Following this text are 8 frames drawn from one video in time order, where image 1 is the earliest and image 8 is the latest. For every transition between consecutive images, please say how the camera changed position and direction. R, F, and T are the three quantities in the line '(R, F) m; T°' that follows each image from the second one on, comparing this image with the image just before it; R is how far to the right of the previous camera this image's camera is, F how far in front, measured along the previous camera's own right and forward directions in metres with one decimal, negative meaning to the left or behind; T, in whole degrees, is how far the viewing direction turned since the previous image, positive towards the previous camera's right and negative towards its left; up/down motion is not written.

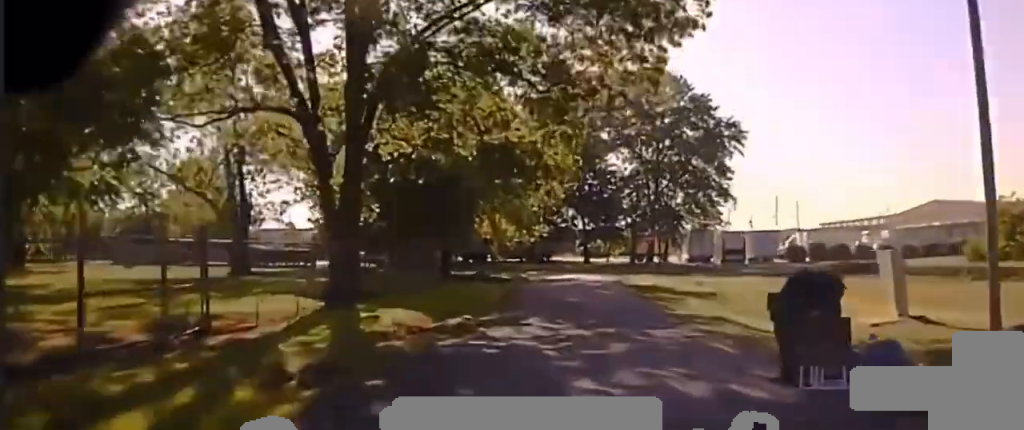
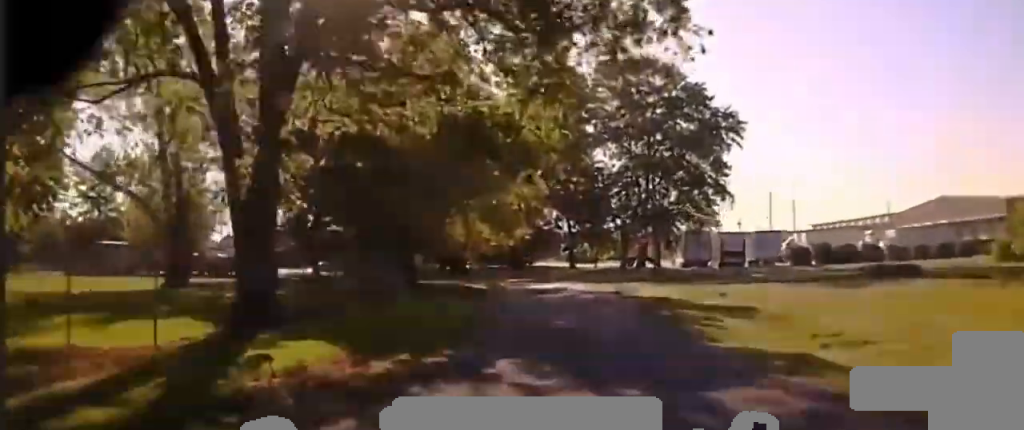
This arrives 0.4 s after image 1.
(0.0, +6.3) m; 0°
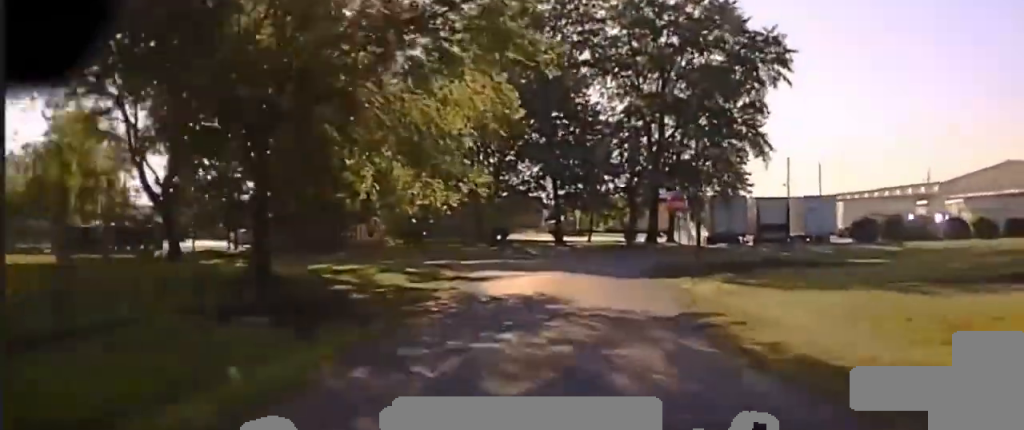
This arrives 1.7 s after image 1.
(0.0, +19.9) m; 0°
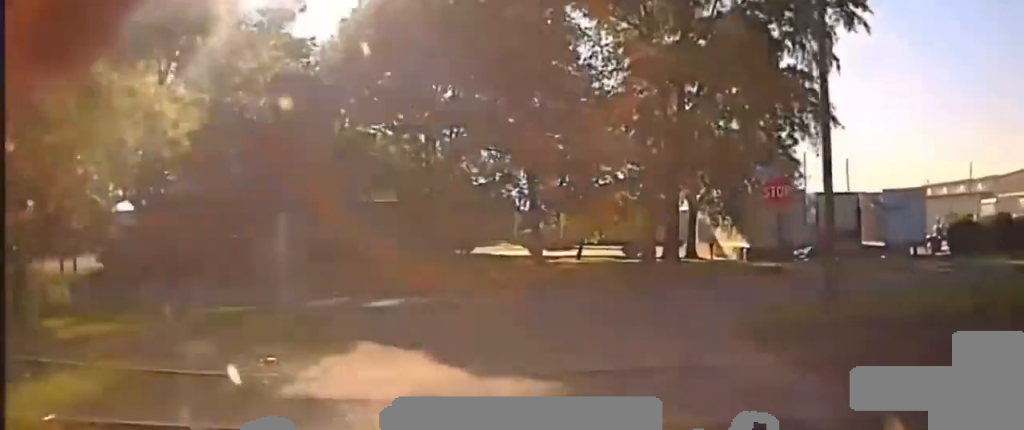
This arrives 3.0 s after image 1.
(+0.1, +20.7) m; +2°
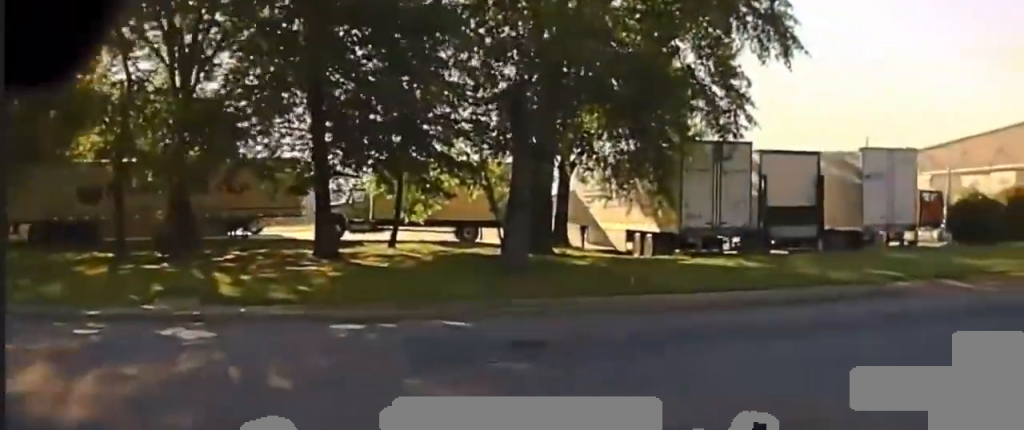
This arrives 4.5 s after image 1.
(+1.1, +19.9) m; +13°
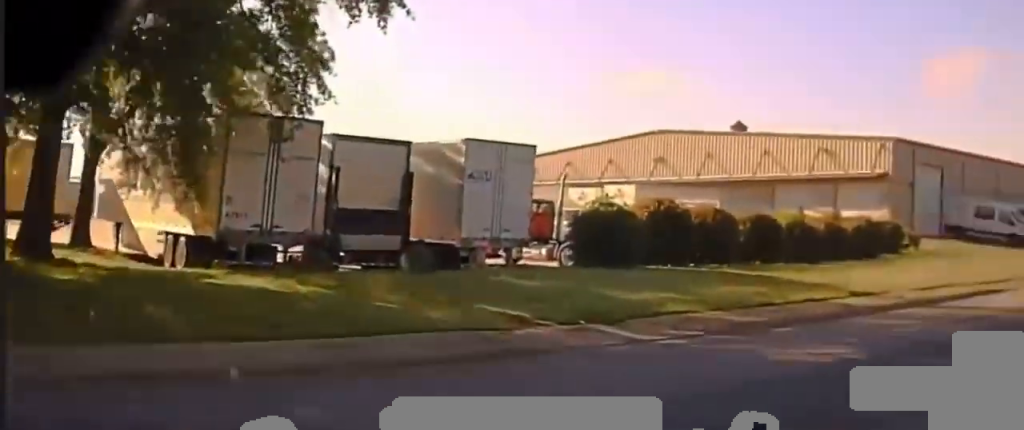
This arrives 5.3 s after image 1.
(+0.4, +7.8) m; +18°
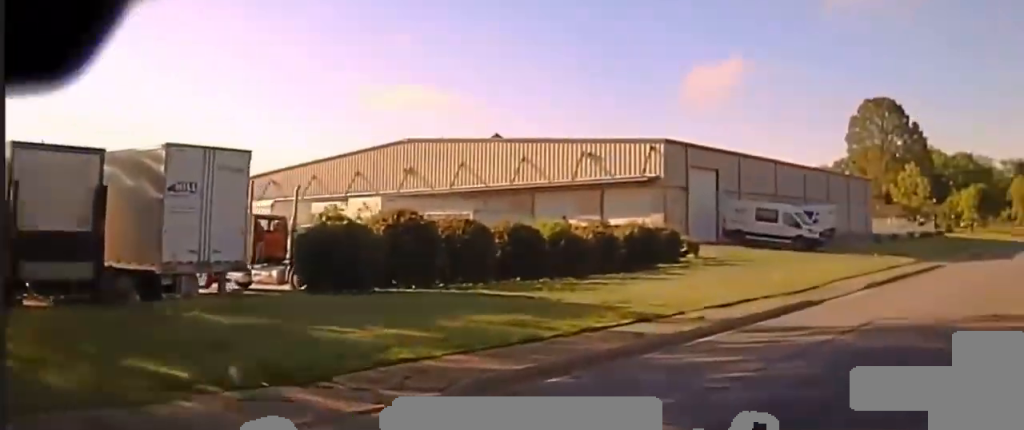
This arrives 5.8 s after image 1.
(+1.0, +3.9) m; +16°
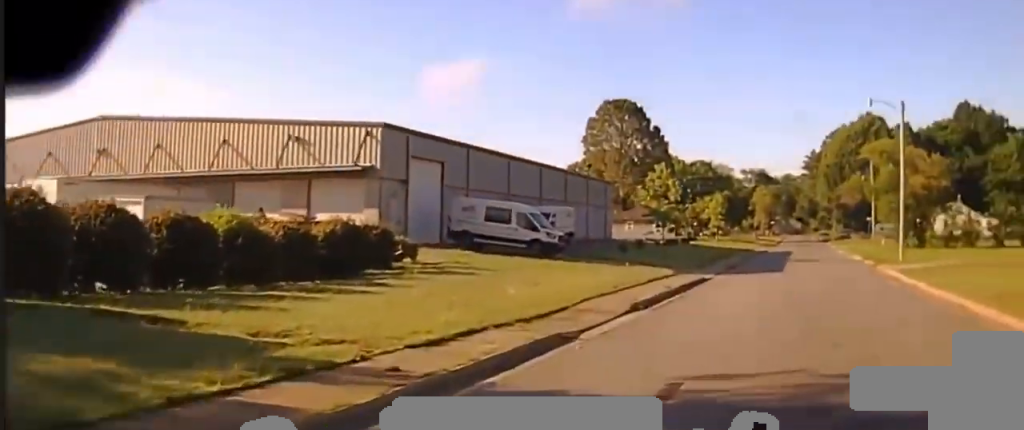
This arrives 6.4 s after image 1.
(+0.9, +5.6) m; +18°
